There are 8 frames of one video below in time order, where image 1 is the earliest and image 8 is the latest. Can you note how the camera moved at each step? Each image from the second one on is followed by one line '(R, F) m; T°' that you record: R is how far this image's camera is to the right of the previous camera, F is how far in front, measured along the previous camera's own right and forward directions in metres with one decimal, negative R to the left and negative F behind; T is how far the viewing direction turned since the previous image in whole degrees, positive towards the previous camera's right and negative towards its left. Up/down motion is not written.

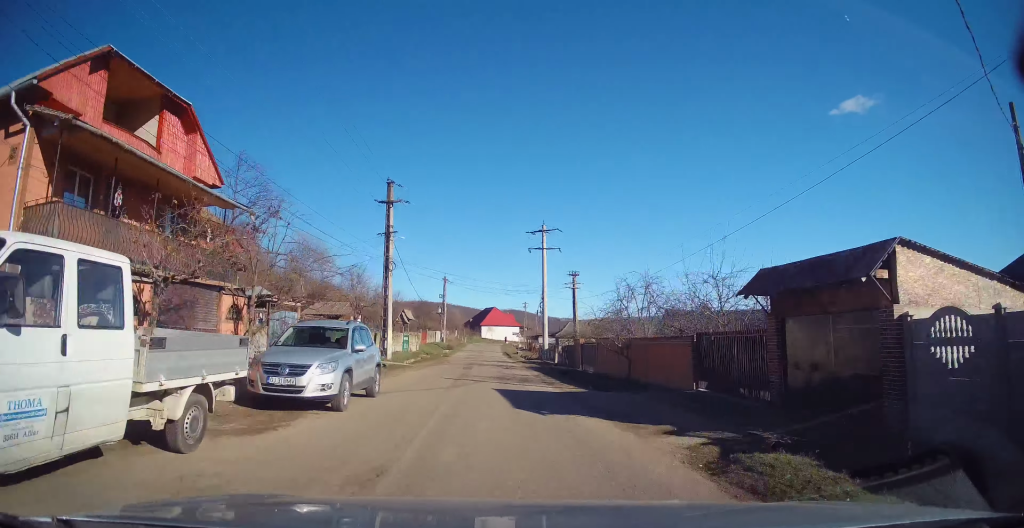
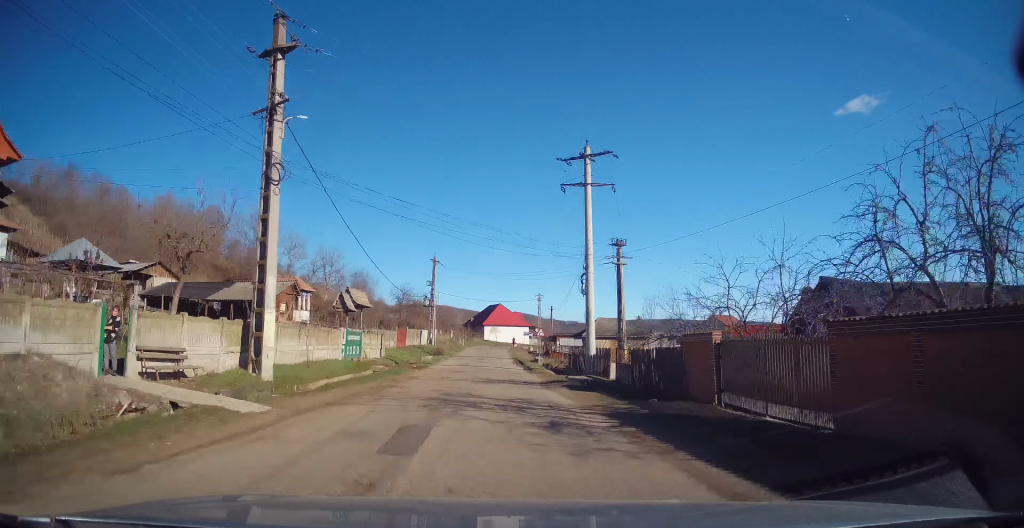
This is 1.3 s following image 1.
(+0.1, +20.6) m; -1°
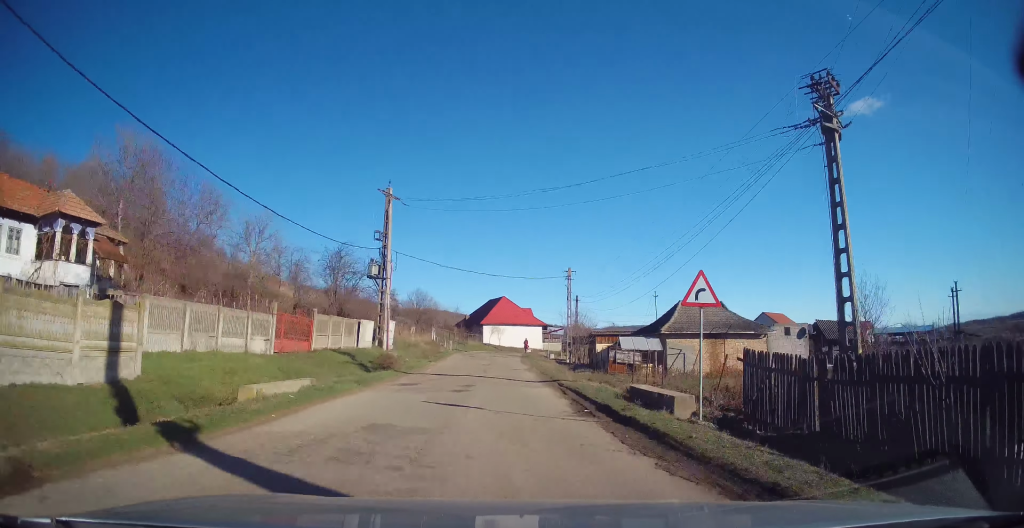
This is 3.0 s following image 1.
(-0.3, +28.2) m; +1°
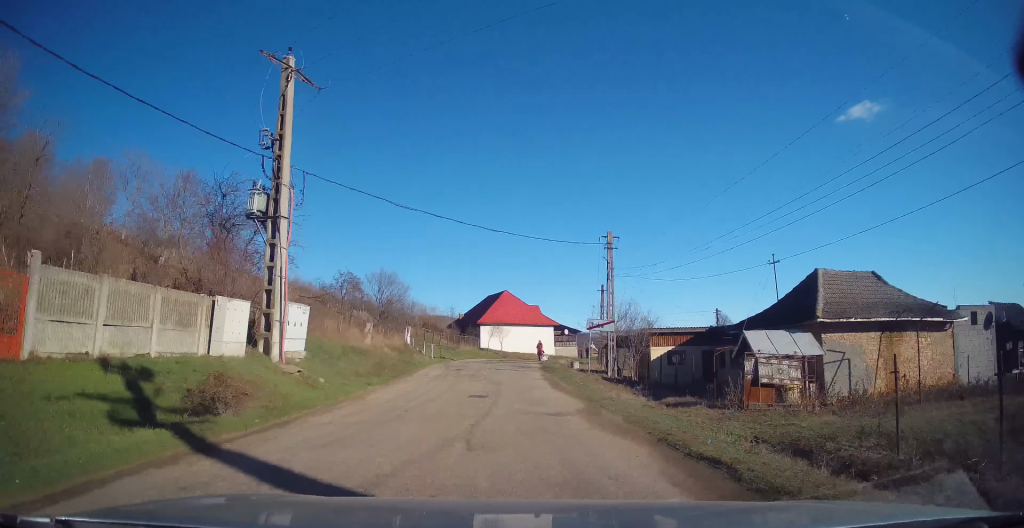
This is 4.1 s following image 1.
(+0.4, +16.6) m; 0°
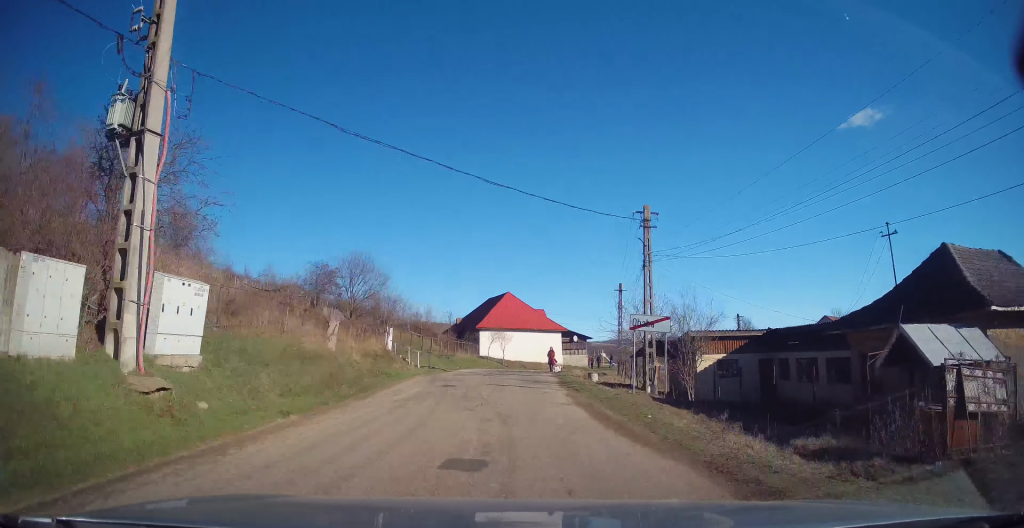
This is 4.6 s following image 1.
(-0.1, +7.2) m; -1°
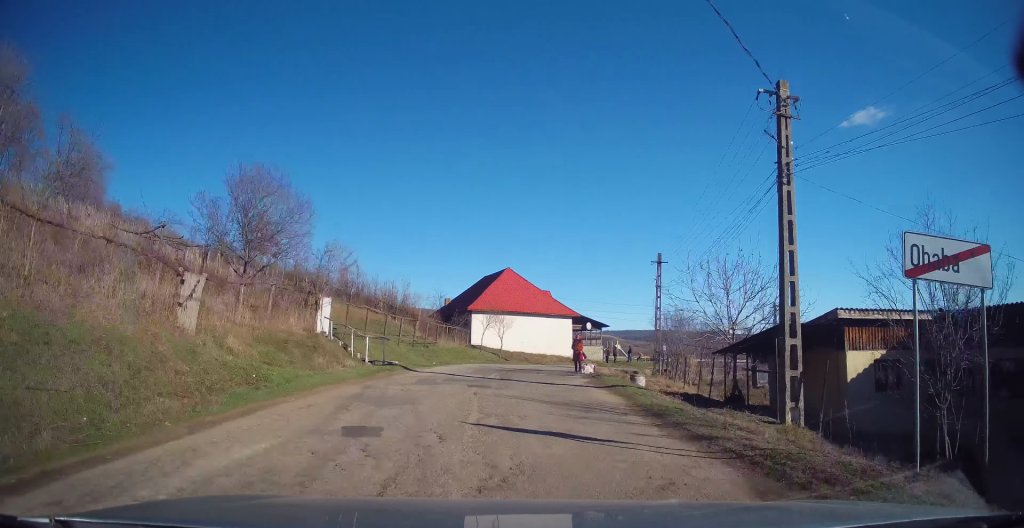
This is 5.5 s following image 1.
(-0.1, +11.6) m; -1°
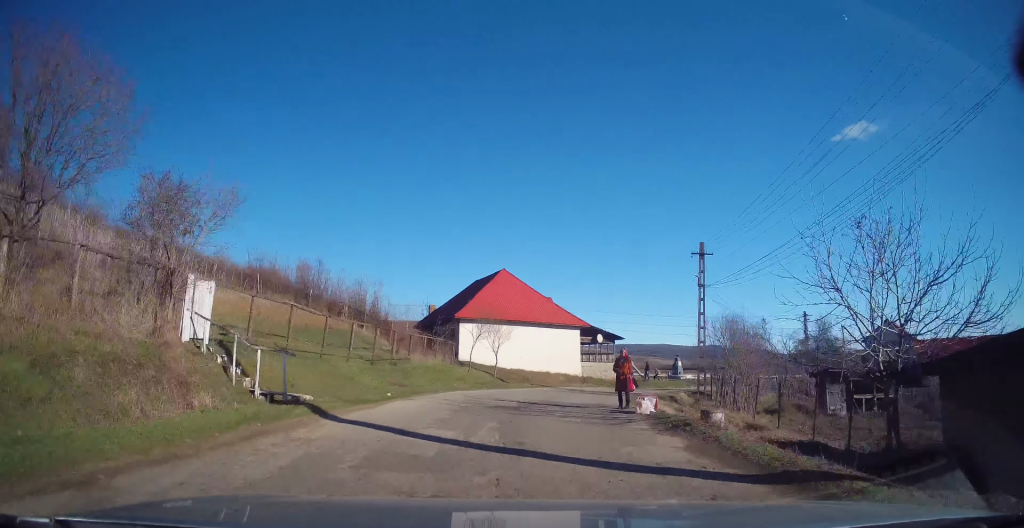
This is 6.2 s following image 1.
(0.0, +8.6) m; +1°
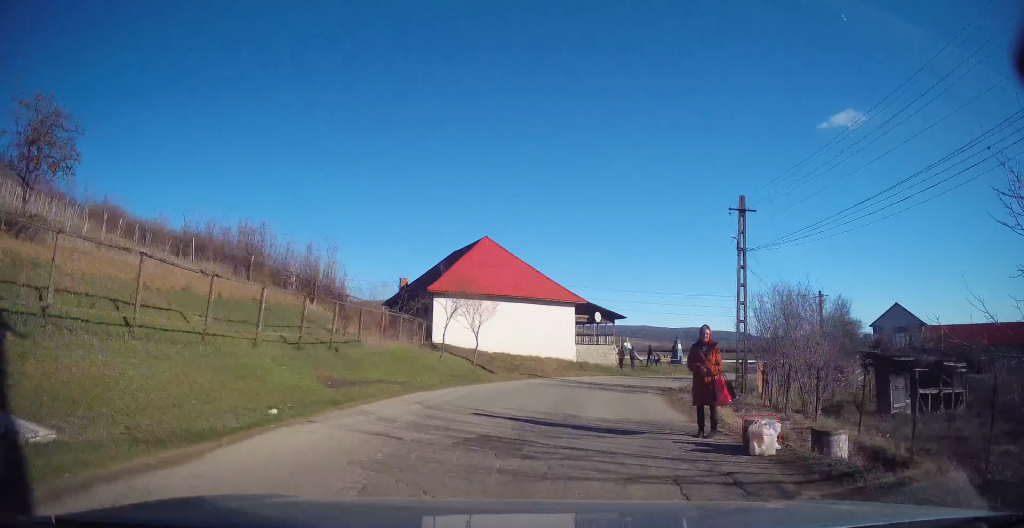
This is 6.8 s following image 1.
(-0.1, +7.0) m; +2°
